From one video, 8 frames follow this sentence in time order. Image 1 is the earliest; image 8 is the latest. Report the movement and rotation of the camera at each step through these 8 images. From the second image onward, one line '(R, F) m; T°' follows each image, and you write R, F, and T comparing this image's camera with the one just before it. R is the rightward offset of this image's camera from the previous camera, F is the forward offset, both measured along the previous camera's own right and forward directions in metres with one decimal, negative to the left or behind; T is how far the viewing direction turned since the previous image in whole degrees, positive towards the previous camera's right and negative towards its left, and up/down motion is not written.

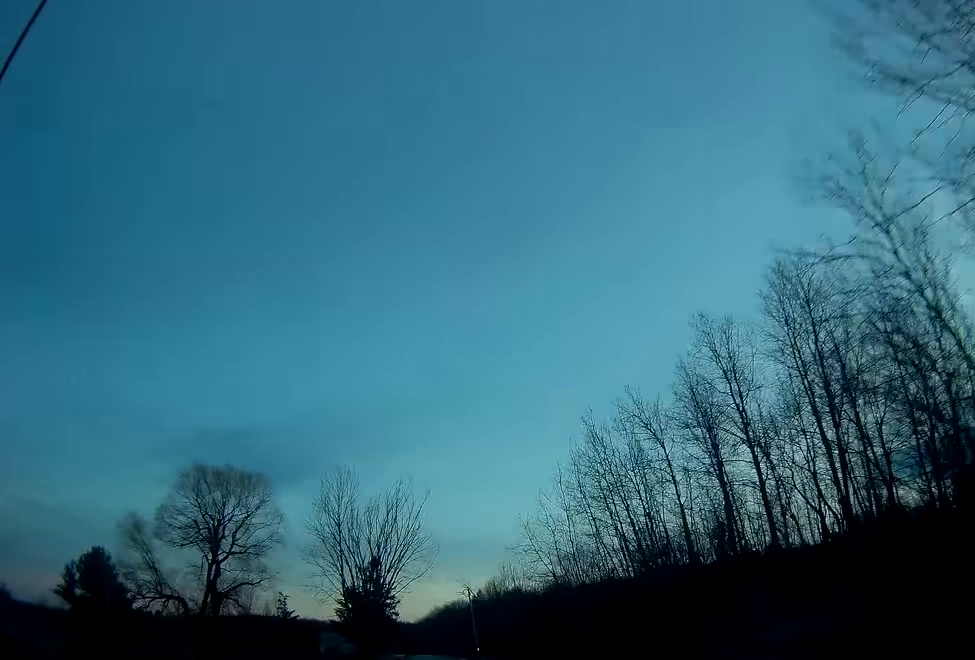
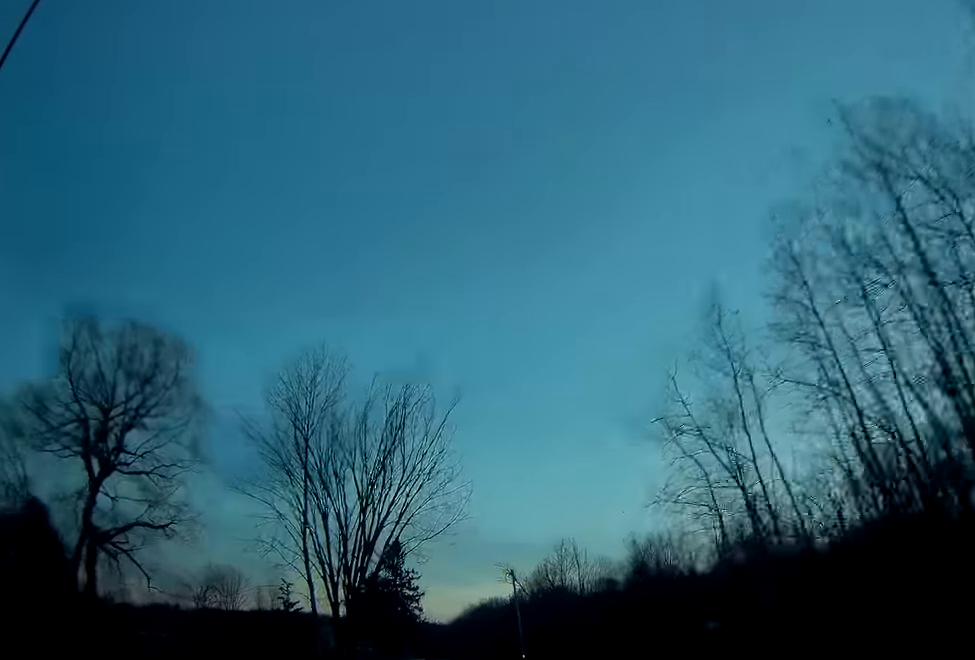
(-0.4, +25.9) m; -1°
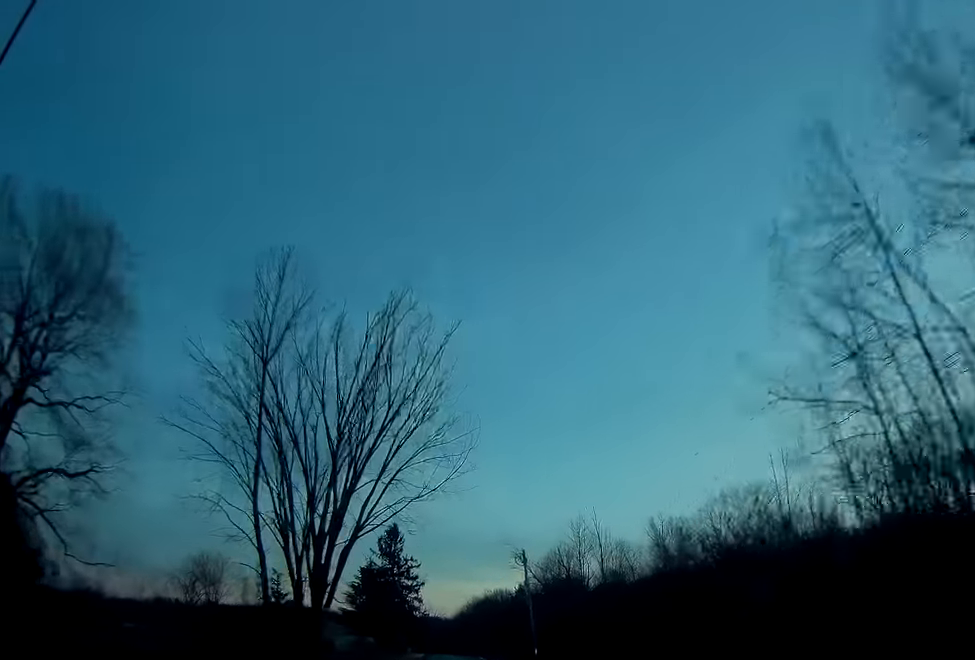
(0.0, +9.4) m; -1°
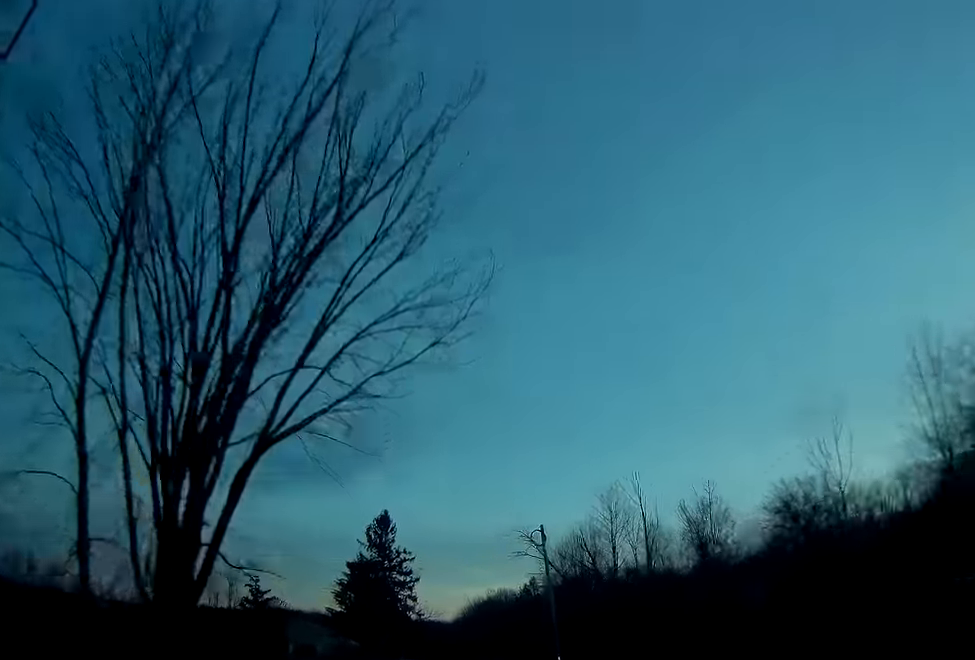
(0.0, +13.8) m; -1°
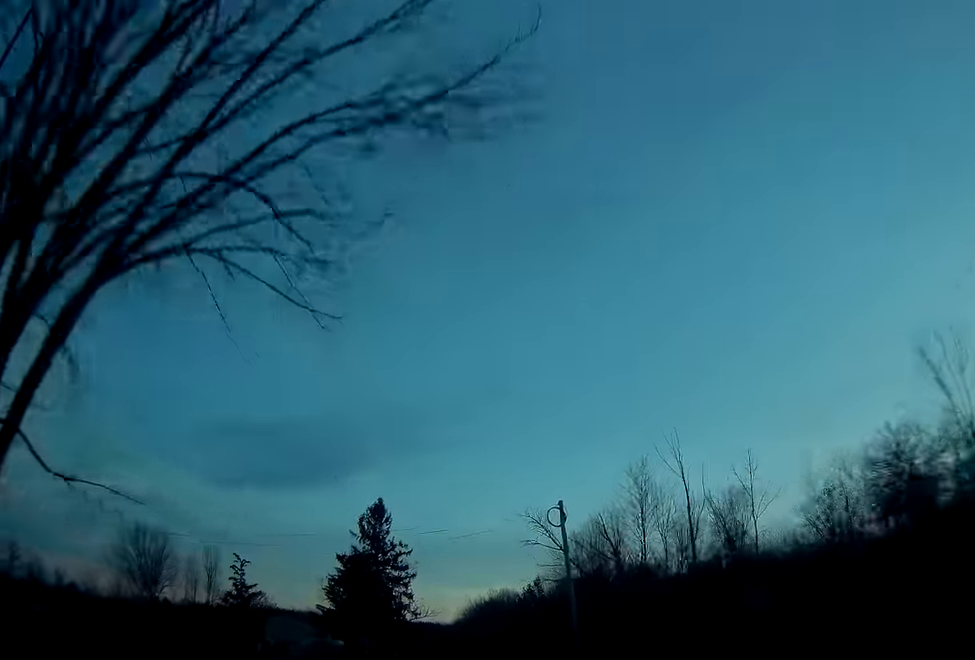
(-0.2, +8.2) m; 0°
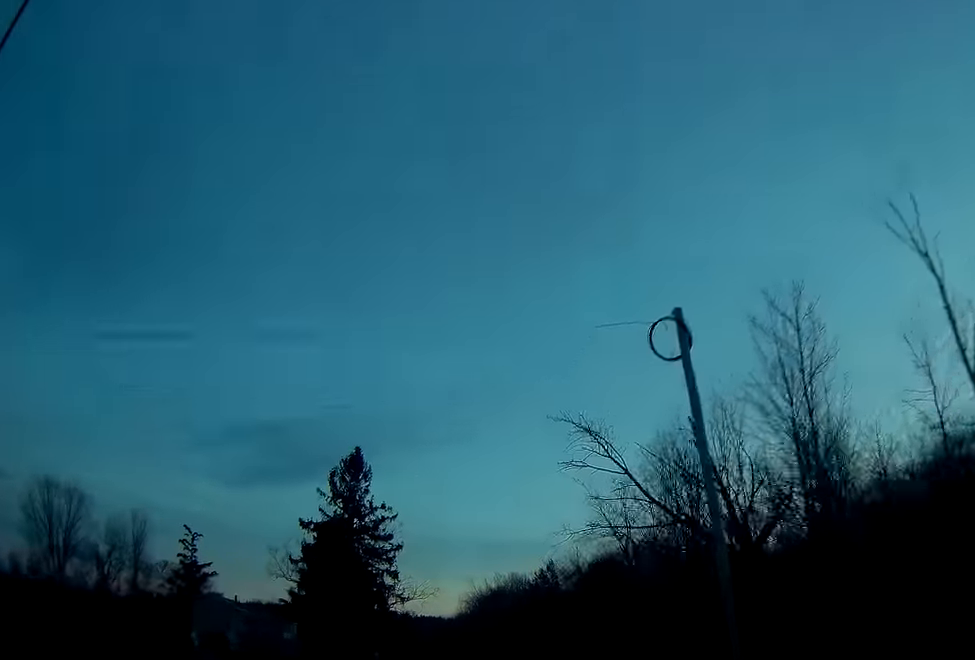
(+0.2, +20.7) m; 0°
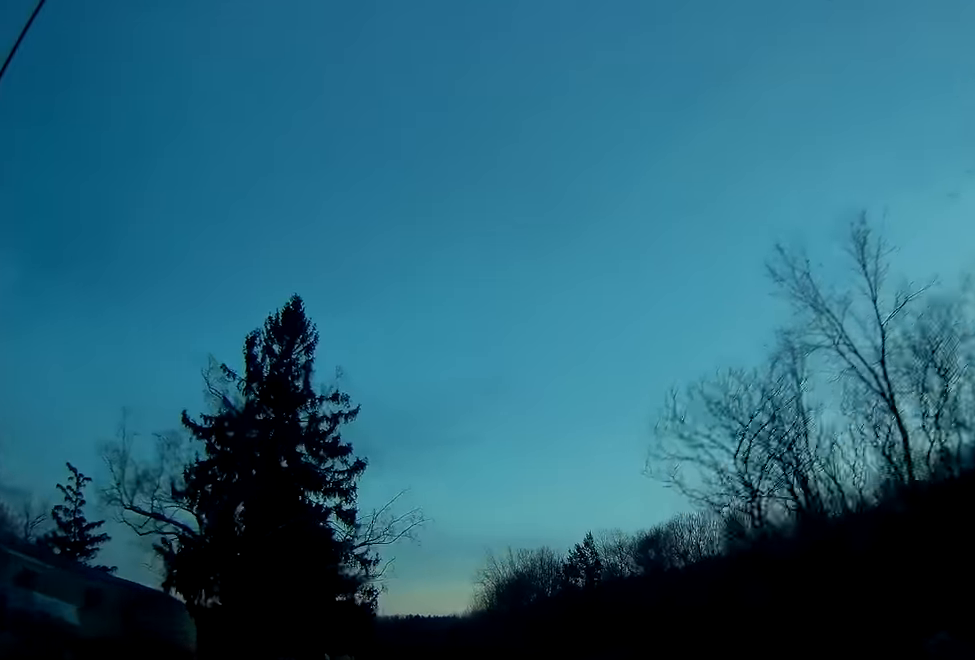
(-0.5, +30.6) m; -1°
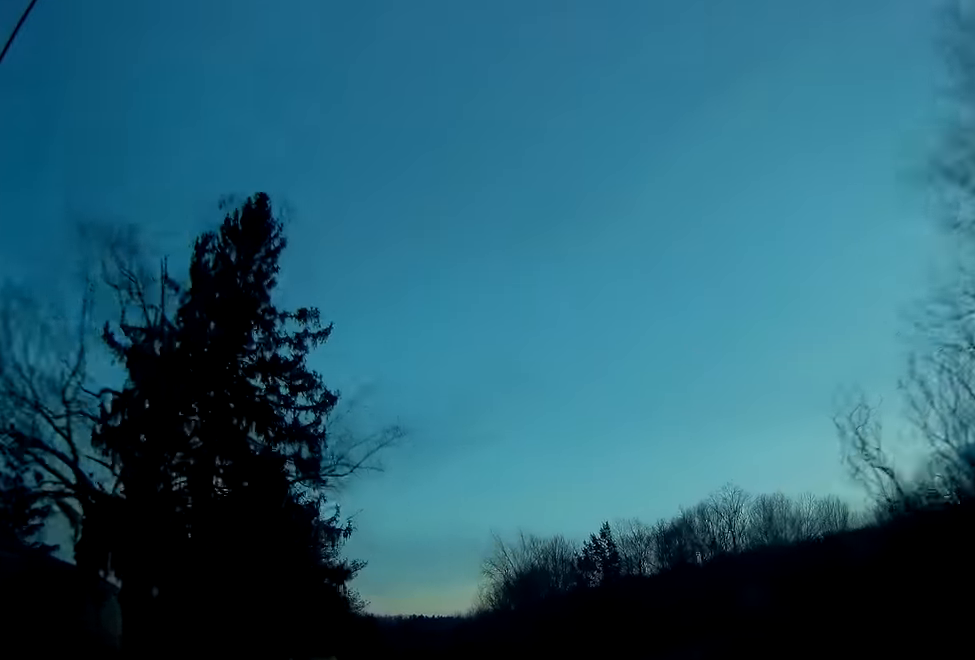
(+0.1, +9.9) m; 0°
